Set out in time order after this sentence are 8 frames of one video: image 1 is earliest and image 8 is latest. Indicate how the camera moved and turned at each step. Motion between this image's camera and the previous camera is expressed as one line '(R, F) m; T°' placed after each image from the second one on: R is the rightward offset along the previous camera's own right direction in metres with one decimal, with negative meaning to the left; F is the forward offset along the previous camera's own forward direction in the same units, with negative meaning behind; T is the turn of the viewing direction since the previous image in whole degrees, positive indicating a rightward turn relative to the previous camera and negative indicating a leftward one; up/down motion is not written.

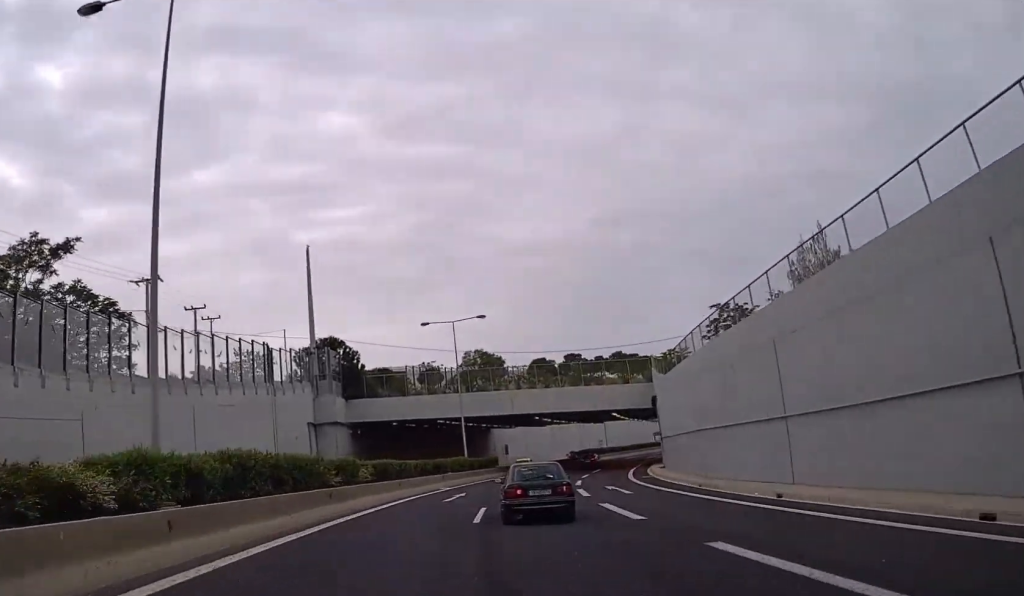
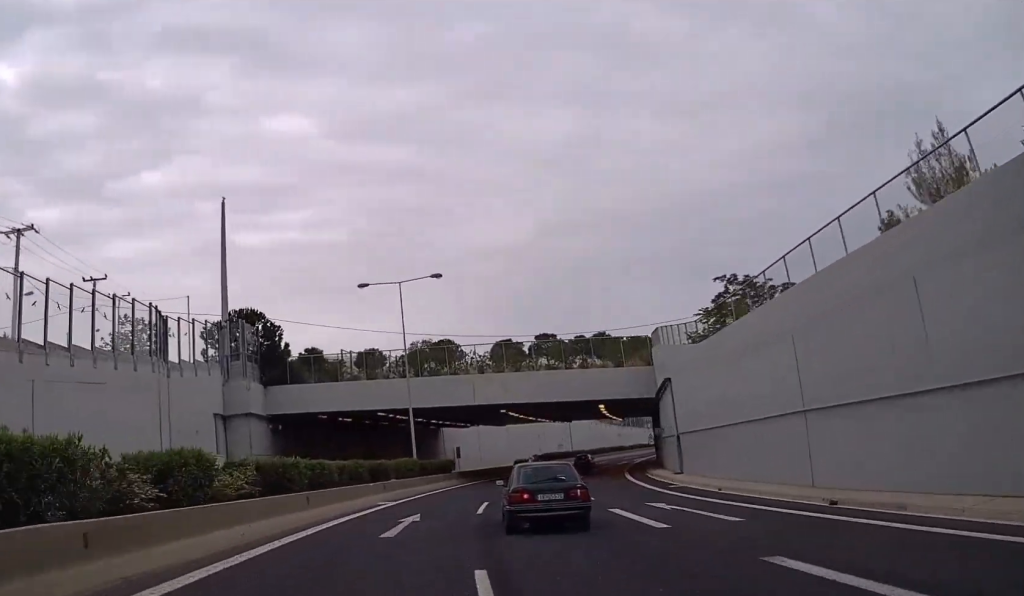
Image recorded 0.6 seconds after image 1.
(+0.3, +14.1) m; +4°
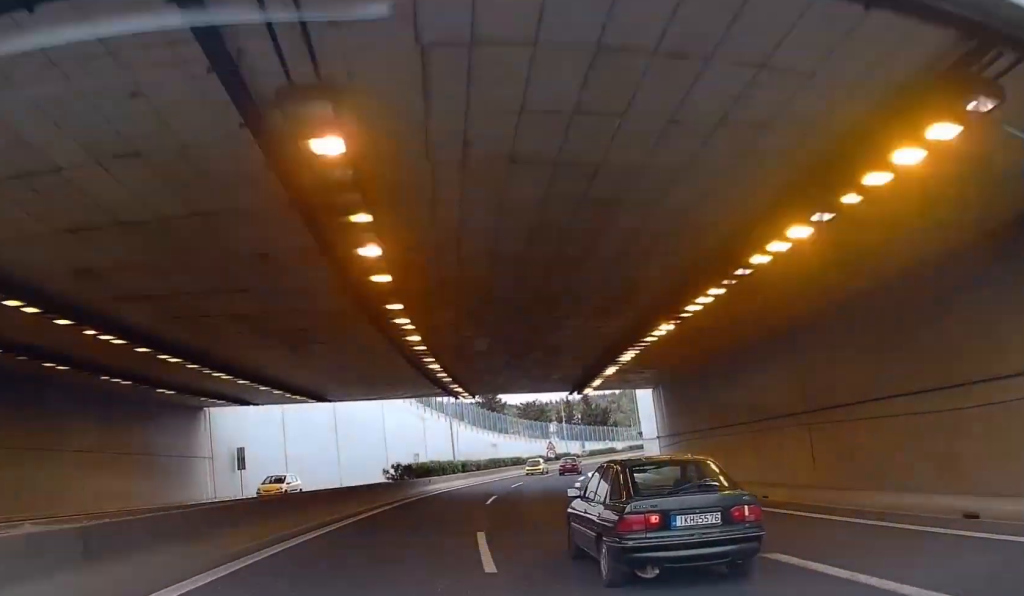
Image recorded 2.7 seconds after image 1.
(+5.8, +47.9) m; +11°
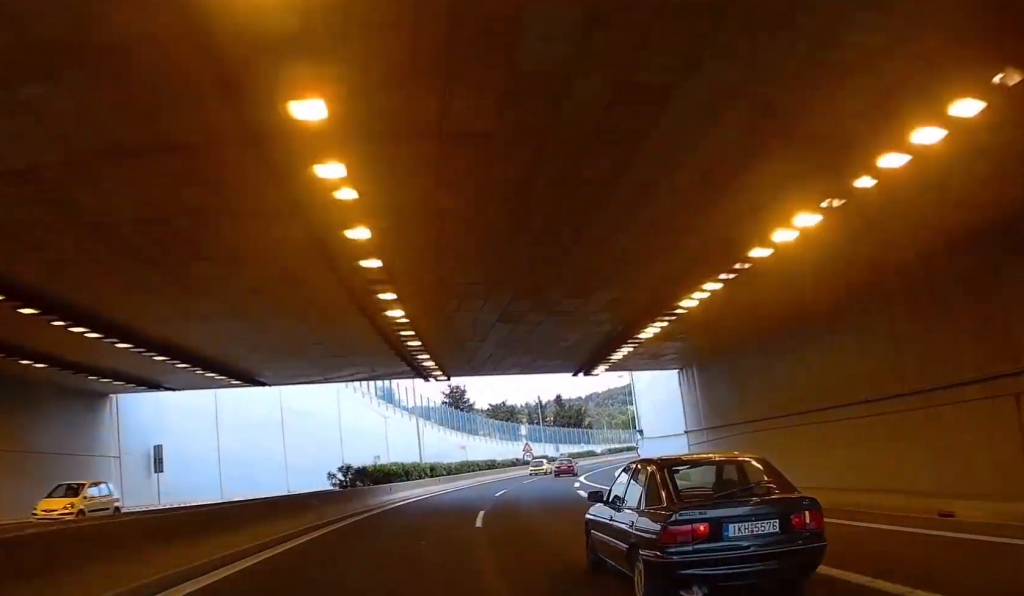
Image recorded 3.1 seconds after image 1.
(+0.2, +10.0) m; 0°
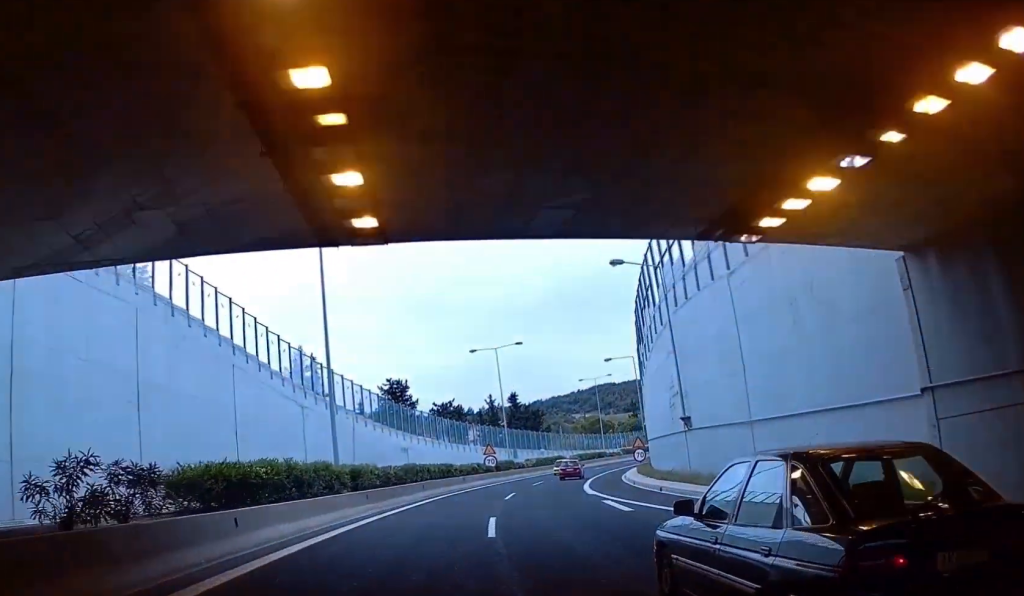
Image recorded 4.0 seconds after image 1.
(+0.2, +20.2) m; +5°
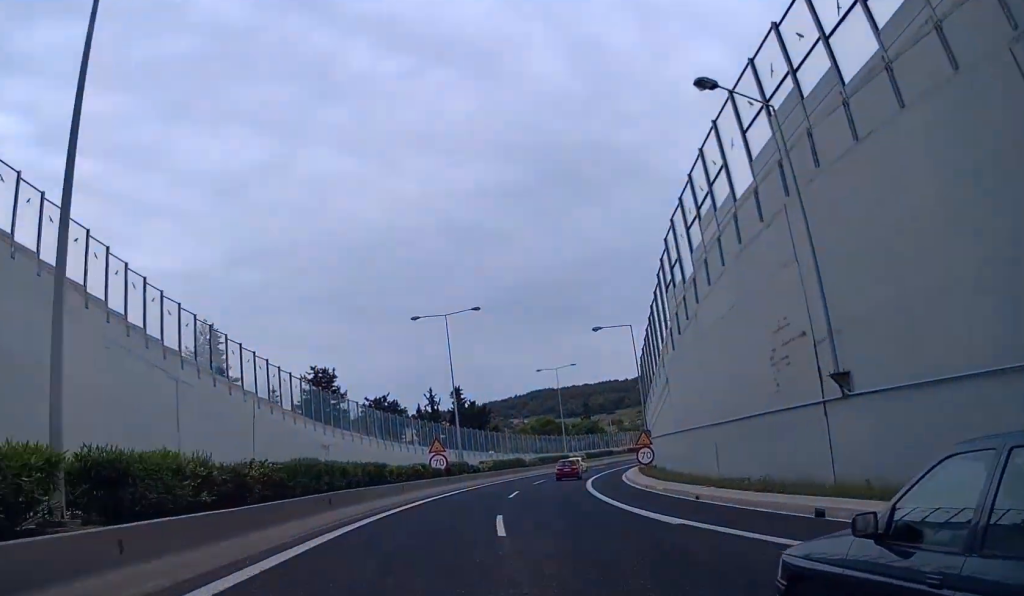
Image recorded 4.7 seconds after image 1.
(+0.3, +18.0) m; +8°
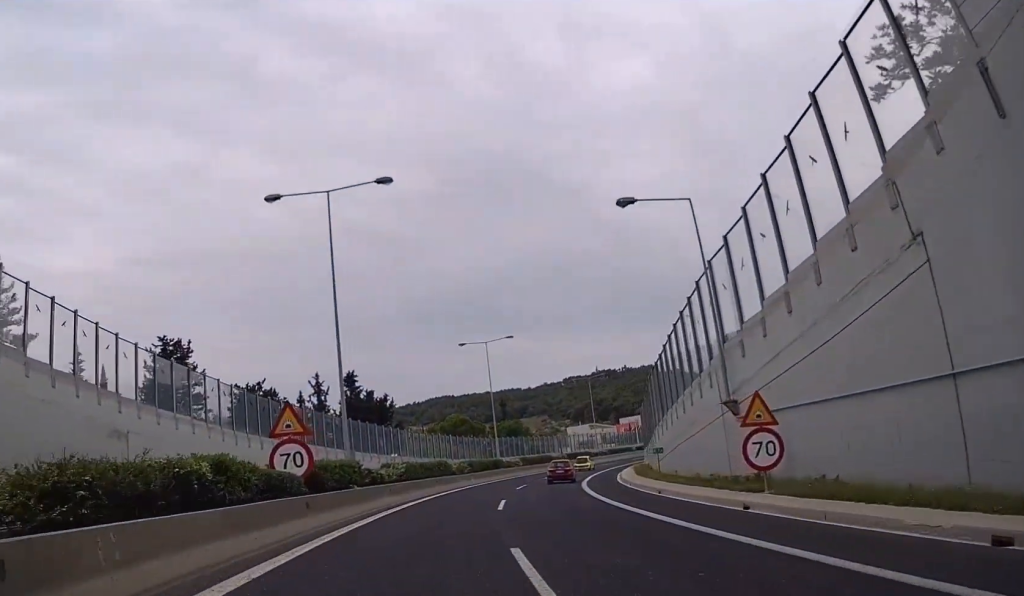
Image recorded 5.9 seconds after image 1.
(+4.2, +27.3) m; +11°
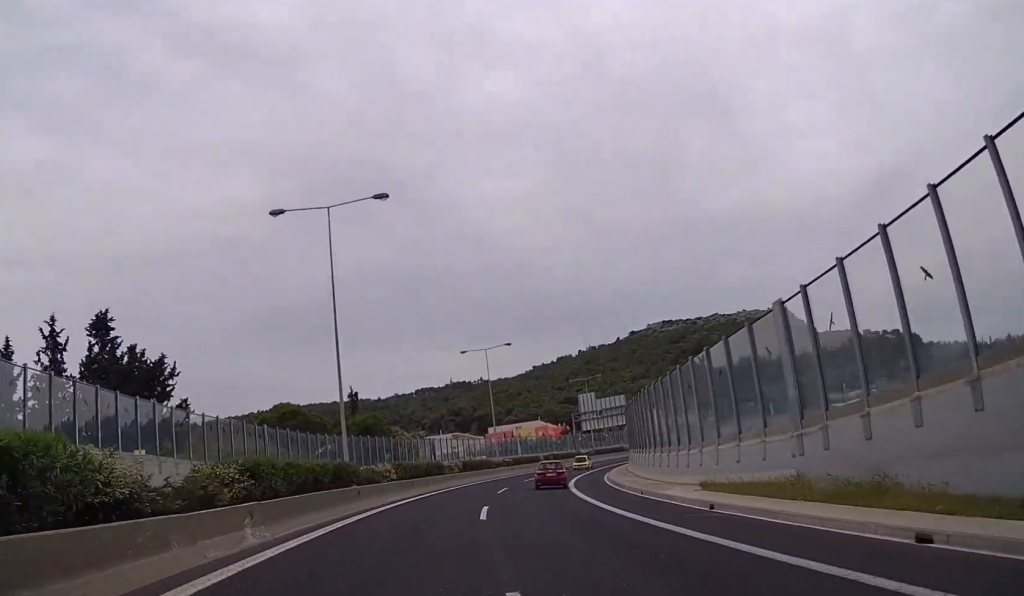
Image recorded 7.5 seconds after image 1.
(+2.4, +40.7) m; +11°
